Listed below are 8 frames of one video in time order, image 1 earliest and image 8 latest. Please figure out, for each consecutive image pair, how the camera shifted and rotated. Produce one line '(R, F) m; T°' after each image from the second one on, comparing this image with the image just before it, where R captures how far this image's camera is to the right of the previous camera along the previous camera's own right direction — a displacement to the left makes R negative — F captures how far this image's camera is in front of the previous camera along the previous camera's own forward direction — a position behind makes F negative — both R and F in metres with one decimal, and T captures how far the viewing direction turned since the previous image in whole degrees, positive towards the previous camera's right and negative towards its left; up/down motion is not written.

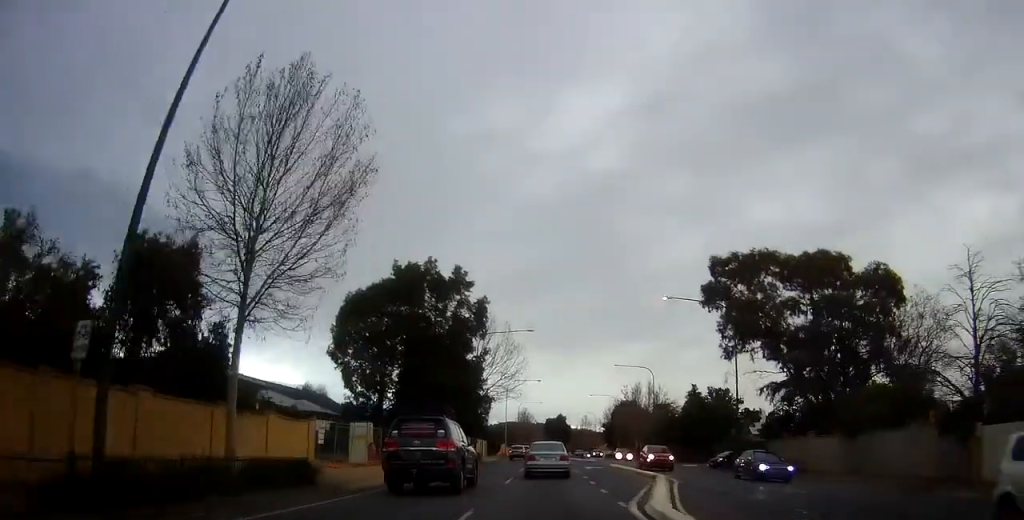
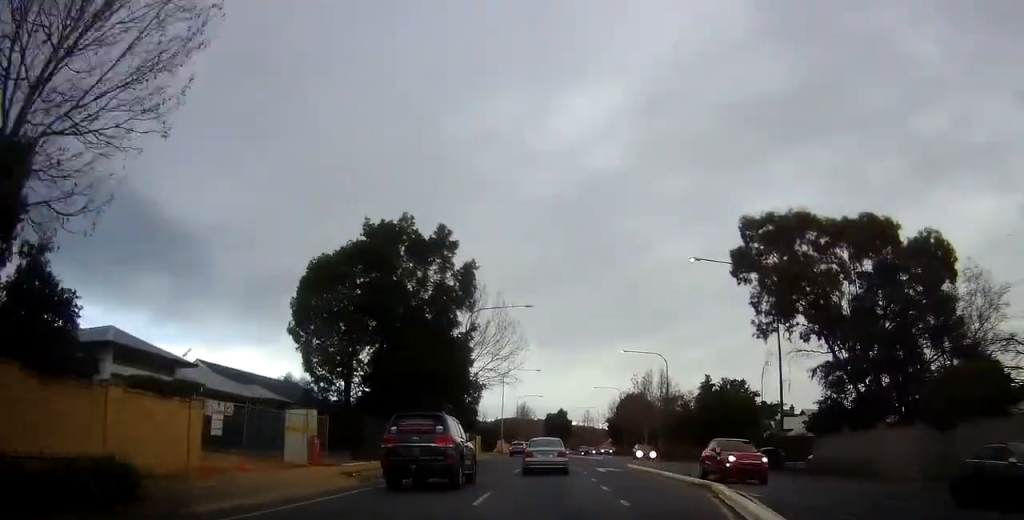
(-0.2, +8.4) m; +1°
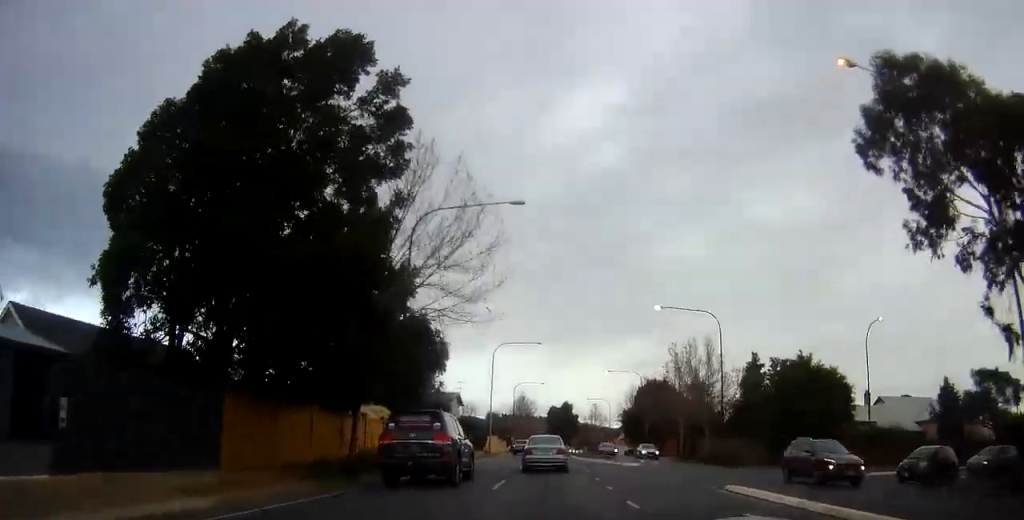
(+0.7, +20.6) m; 0°
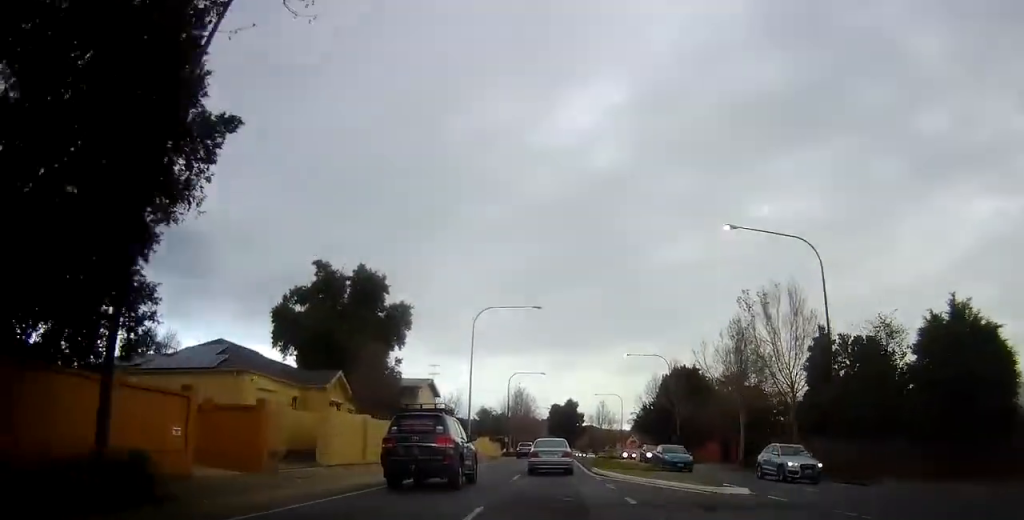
(-0.6, +18.9) m; +1°
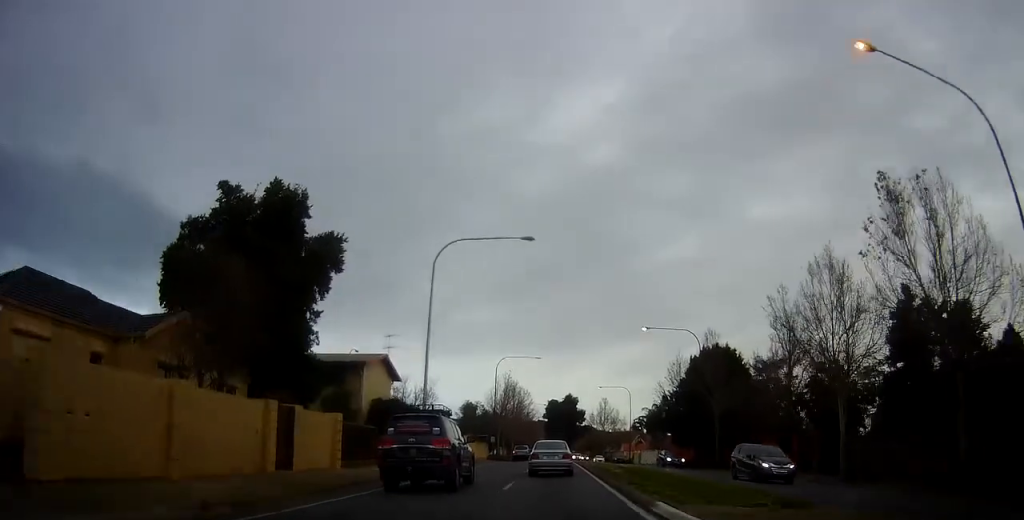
(+0.6, +15.7) m; 0°
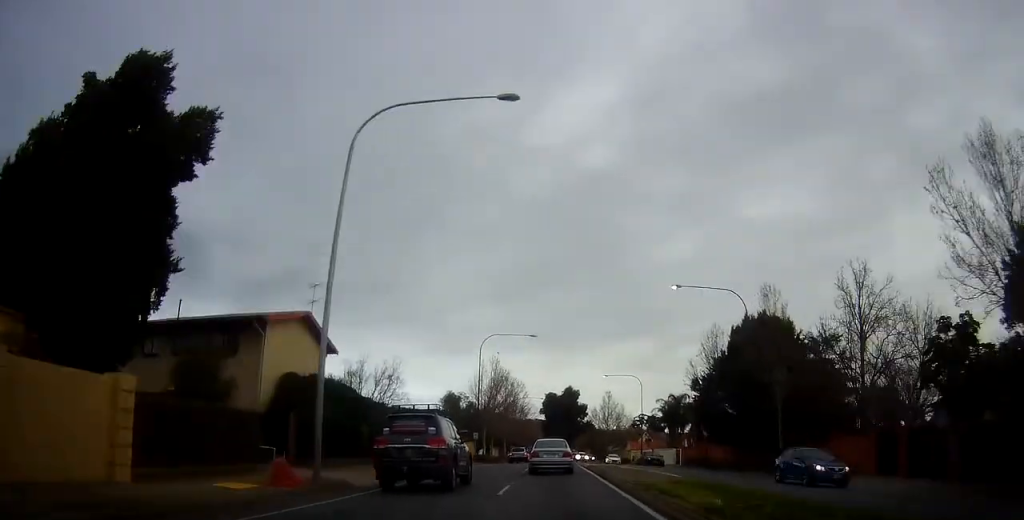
(-0.4, +14.0) m; -2°
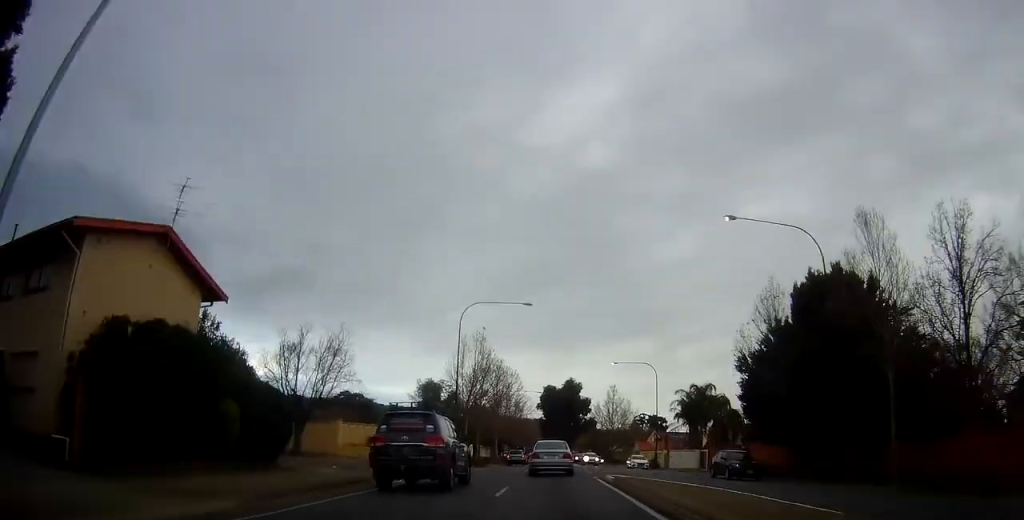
(-0.4, +12.5) m; +1°
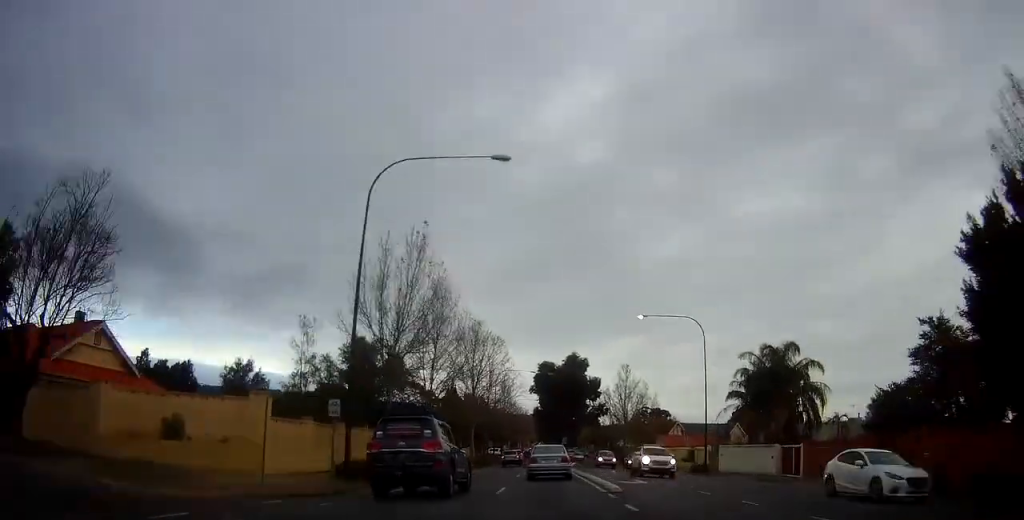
(+0.8, +22.9) m; +2°
